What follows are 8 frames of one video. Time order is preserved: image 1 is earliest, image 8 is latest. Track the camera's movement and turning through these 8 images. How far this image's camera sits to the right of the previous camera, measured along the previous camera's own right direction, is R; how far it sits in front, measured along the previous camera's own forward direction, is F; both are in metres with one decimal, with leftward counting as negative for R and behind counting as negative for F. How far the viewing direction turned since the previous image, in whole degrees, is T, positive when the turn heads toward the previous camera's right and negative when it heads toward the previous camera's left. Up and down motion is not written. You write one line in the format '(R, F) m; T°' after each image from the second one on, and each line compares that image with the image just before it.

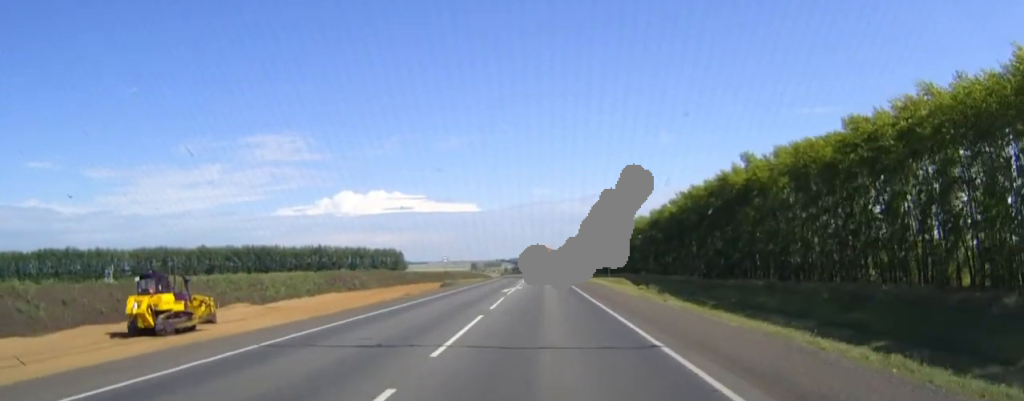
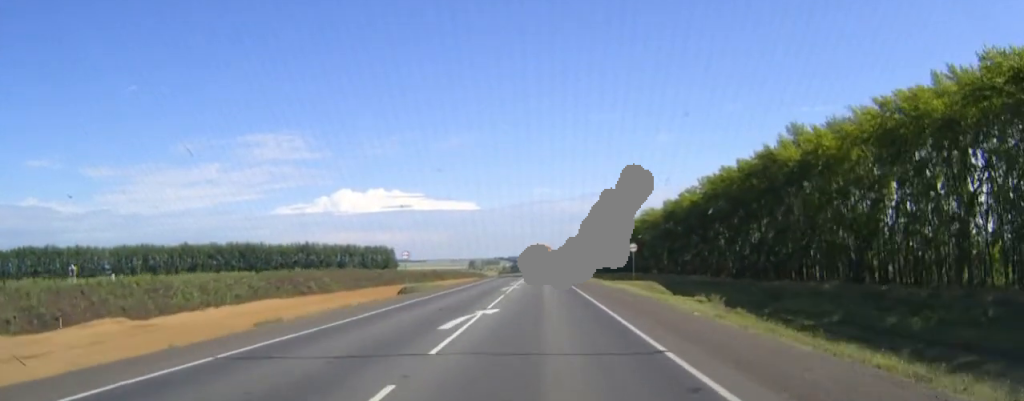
(0.0, +23.7) m; 0°
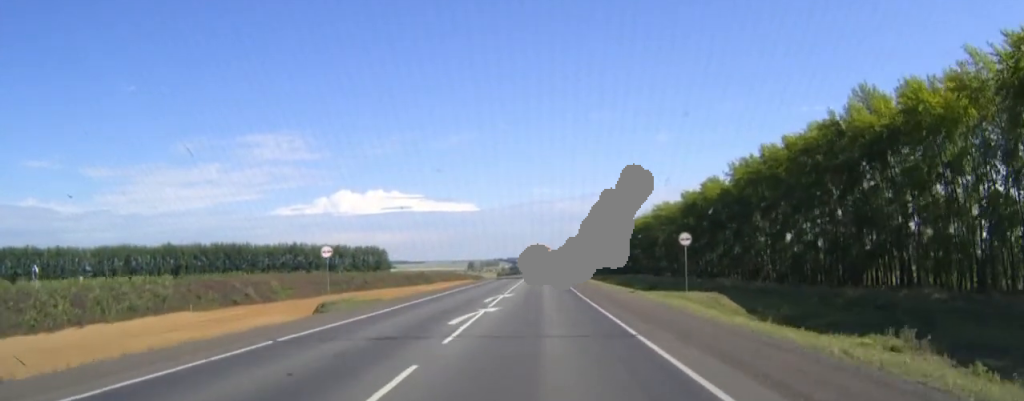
(+0.1, +22.2) m; 0°
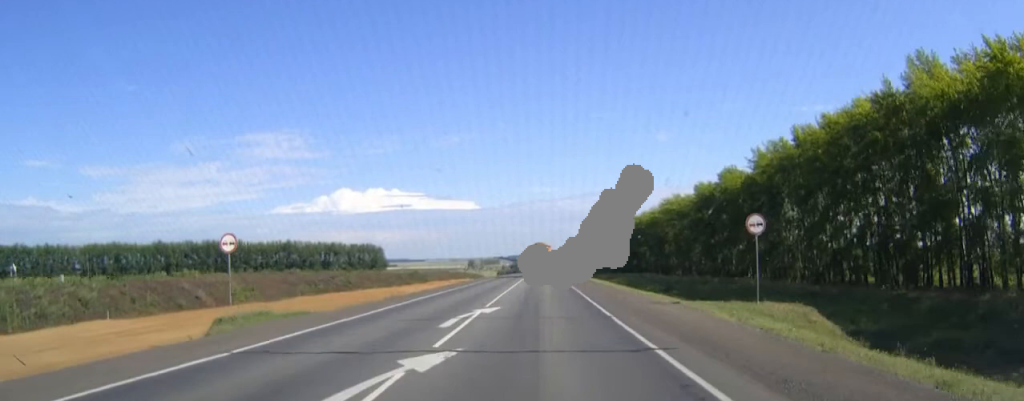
(0.0, +12.7) m; 0°
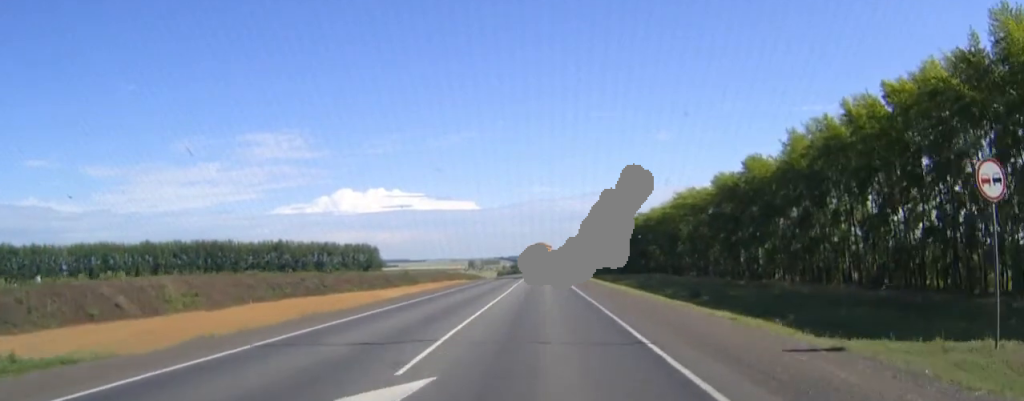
(0.0, +14.7) m; 0°
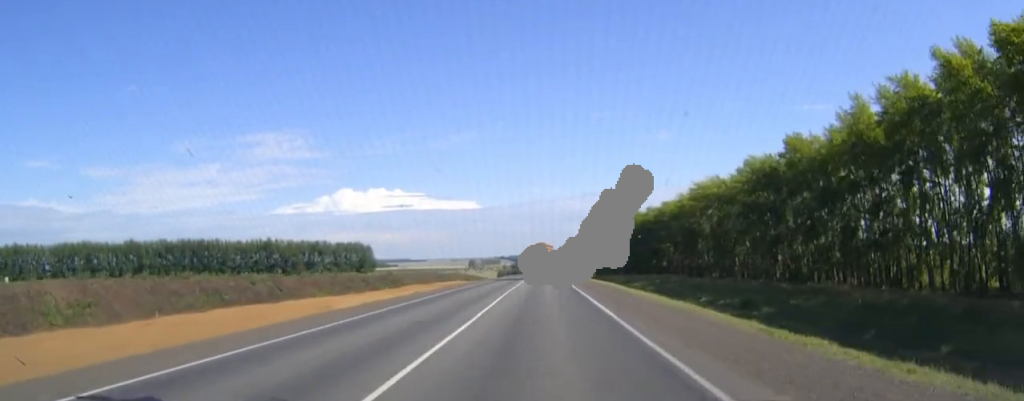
(0.0, +18.5) m; 0°
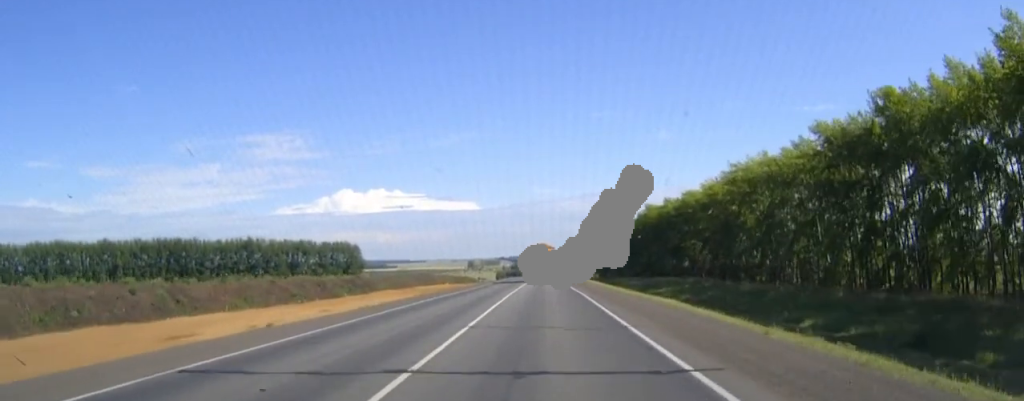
(0.0, +27.0) m; 0°
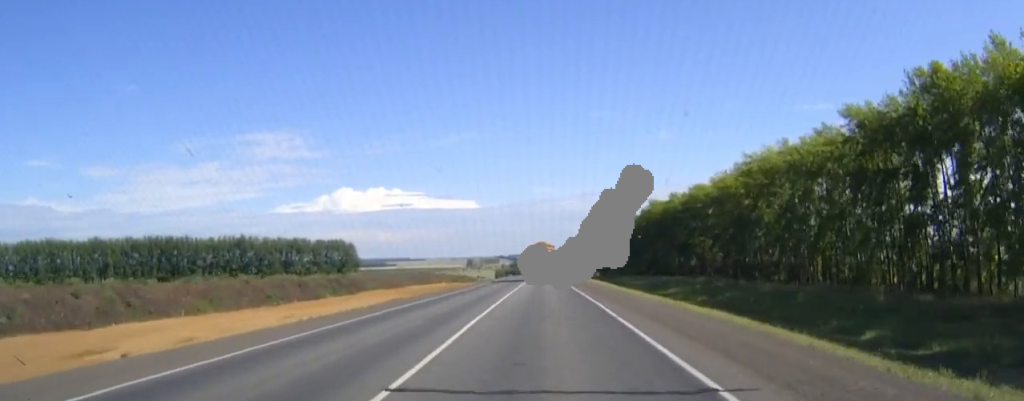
(0.0, +9.1) m; 0°
